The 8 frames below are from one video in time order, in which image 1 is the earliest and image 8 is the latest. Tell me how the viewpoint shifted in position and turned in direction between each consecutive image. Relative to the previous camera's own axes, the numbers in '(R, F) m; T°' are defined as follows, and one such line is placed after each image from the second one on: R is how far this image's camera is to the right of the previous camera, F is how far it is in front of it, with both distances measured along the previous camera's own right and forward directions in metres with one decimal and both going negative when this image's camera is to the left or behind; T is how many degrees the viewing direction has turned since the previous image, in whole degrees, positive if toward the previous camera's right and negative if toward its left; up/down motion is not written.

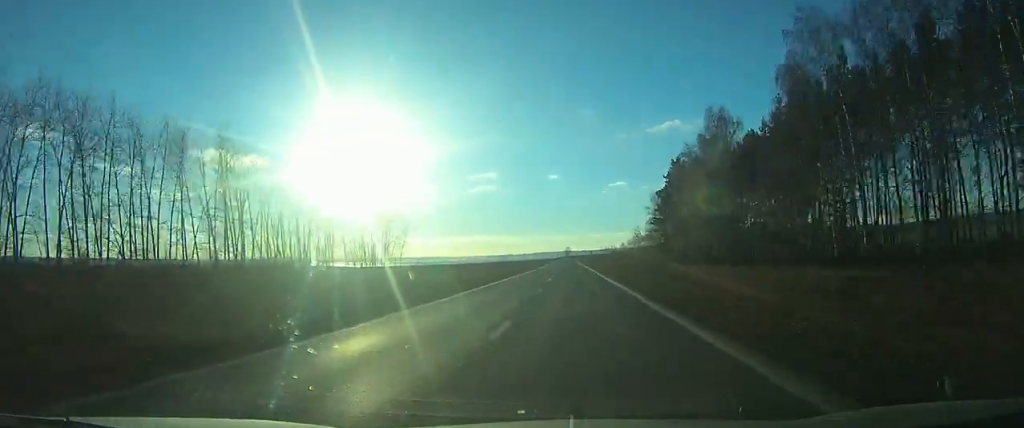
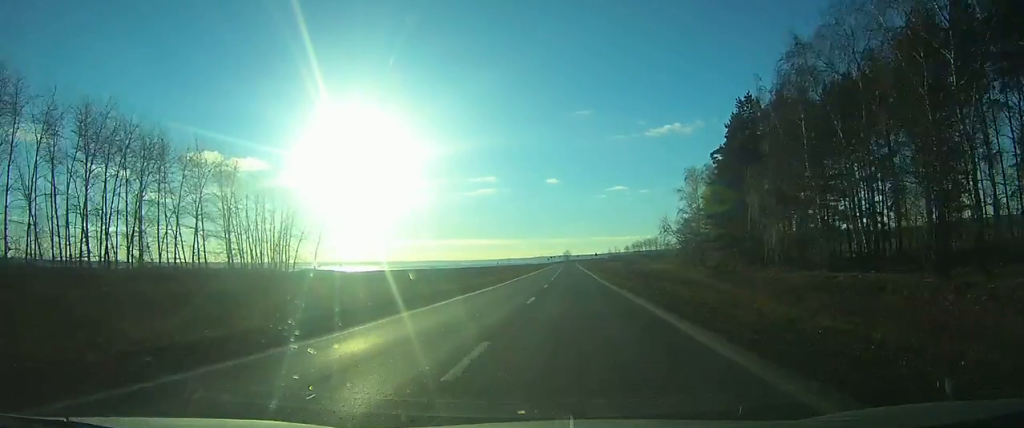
(0.0, +35.0) m; 0°
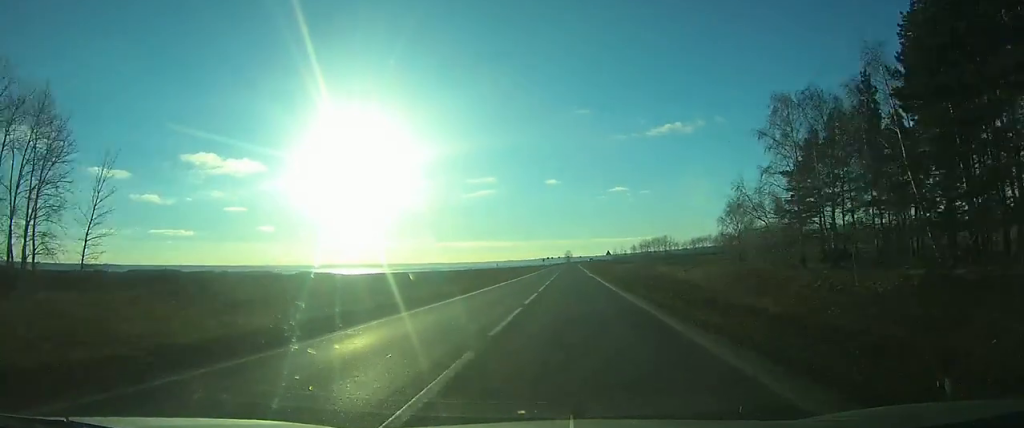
(0.0, +36.6) m; 0°
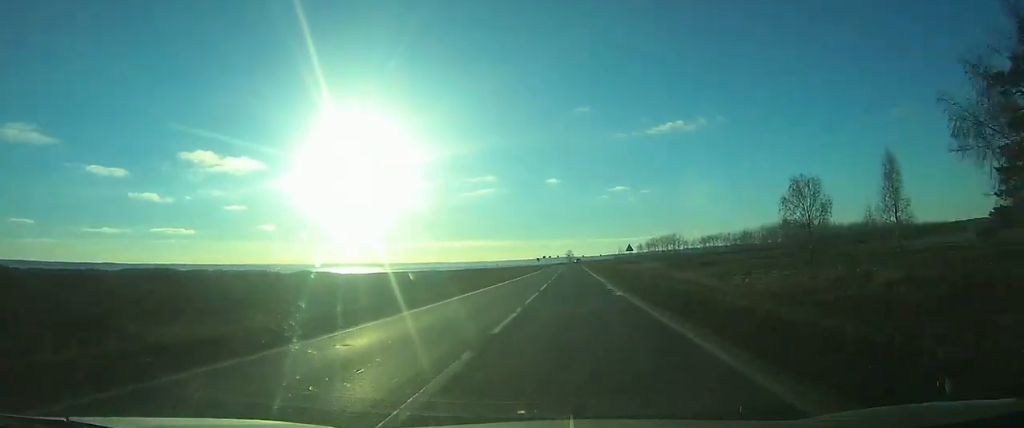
(-0.1, +30.3) m; 0°
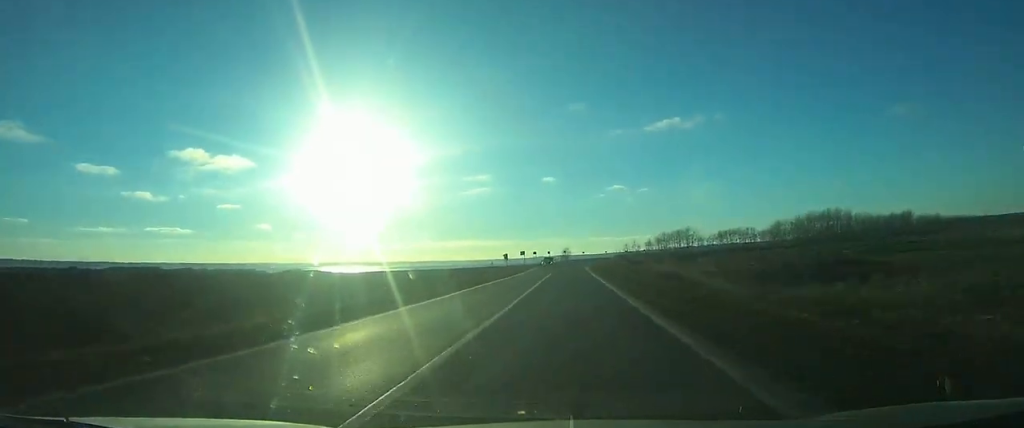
(+0.1, +56.5) m; 0°
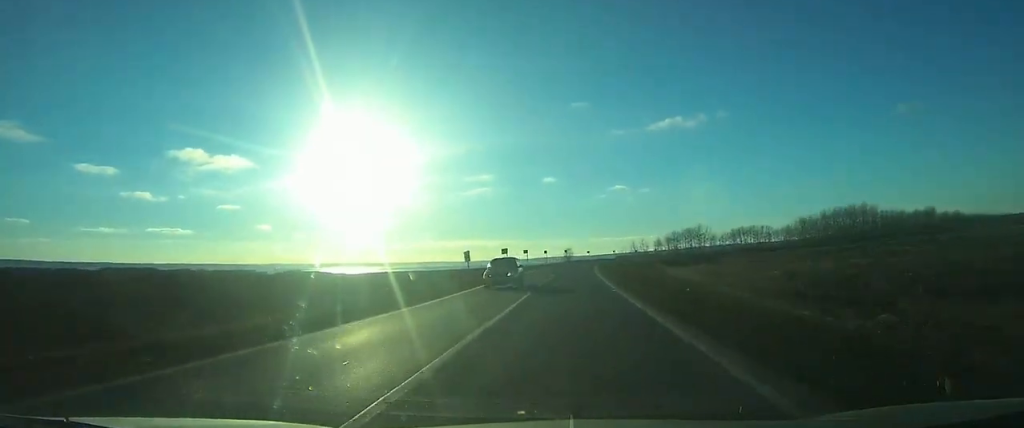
(0.0, +27.9) m; 0°
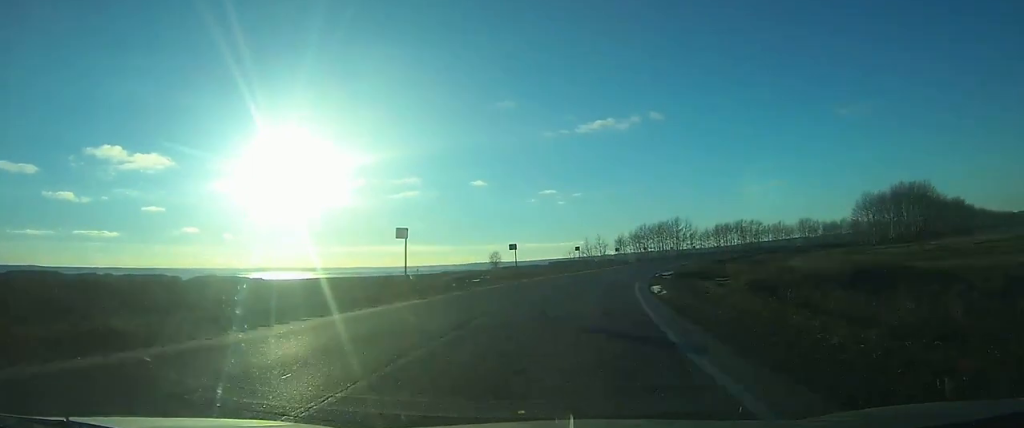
(+3.5, +99.4) m; +7°
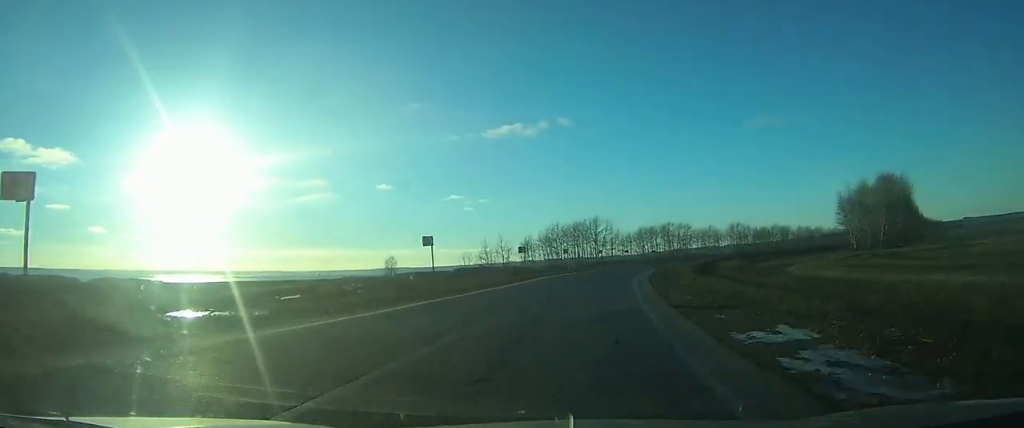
(+2.1, +41.8) m; +7°
